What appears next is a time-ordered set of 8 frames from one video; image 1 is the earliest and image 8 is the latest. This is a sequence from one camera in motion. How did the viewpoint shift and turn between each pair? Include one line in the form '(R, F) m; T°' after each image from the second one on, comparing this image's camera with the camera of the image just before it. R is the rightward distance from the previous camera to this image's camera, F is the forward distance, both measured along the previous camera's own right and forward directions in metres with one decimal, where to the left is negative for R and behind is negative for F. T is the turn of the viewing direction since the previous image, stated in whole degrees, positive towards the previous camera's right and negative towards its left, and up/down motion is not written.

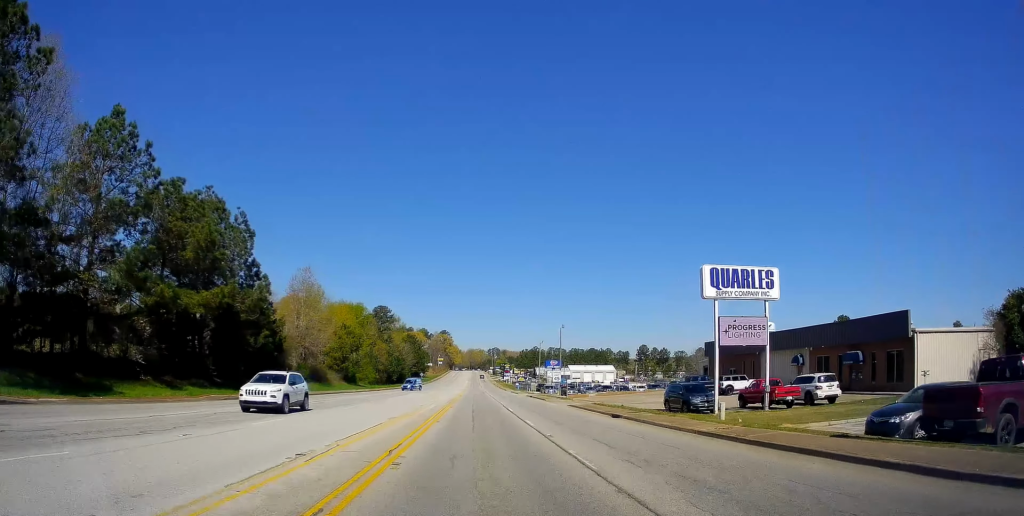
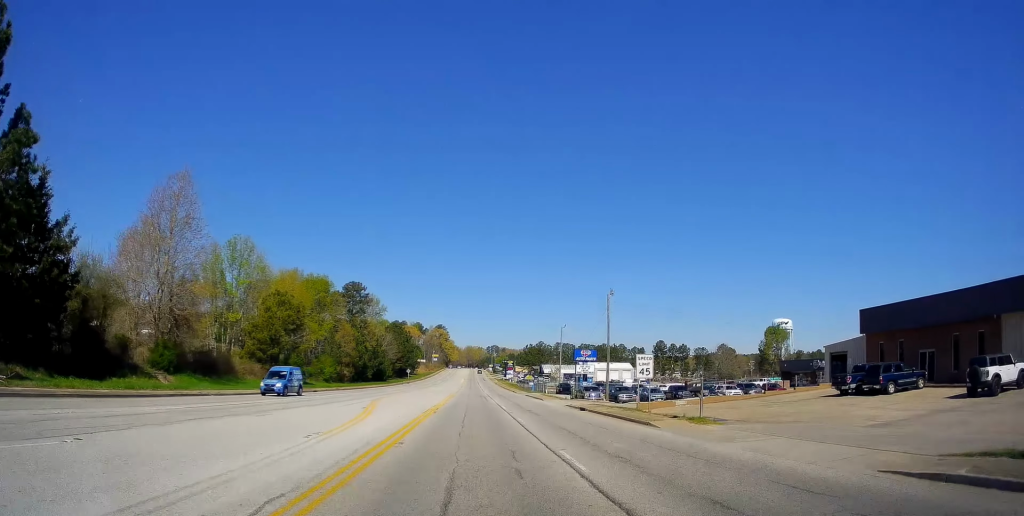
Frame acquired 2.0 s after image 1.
(0.0, +33.2) m; +1°
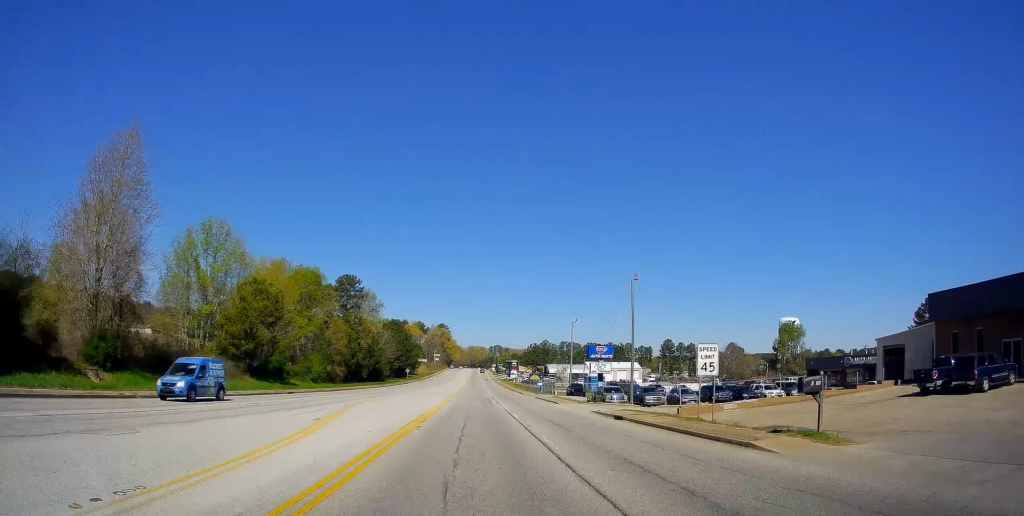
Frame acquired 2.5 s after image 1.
(-0.1, +7.9) m; +1°
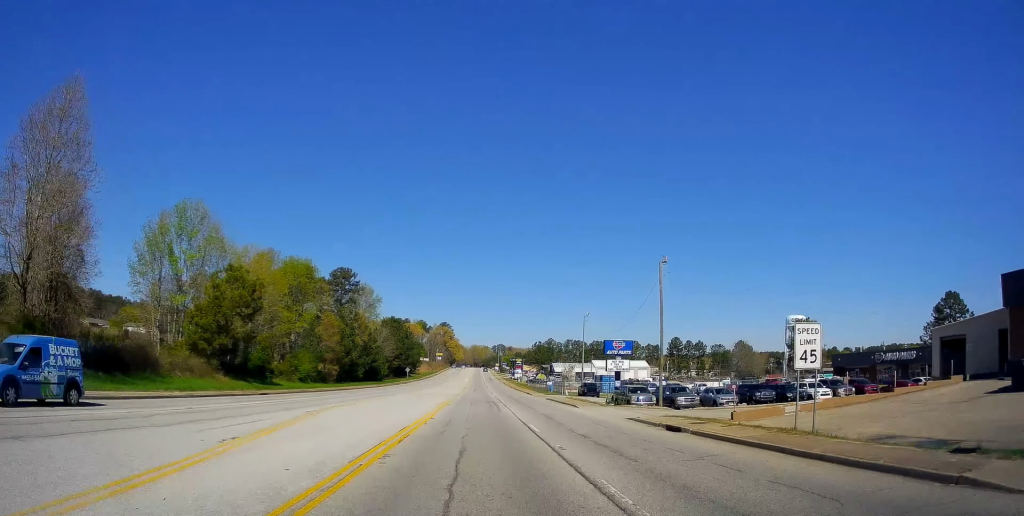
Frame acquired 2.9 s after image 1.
(+0.1, +7.0) m; 0°
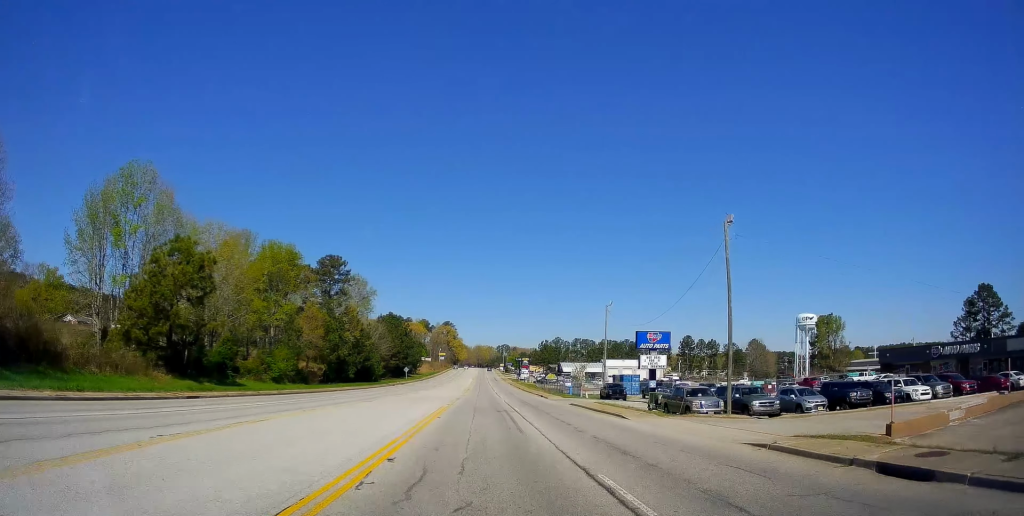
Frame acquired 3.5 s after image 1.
(+0.5, +11.2) m; -1°
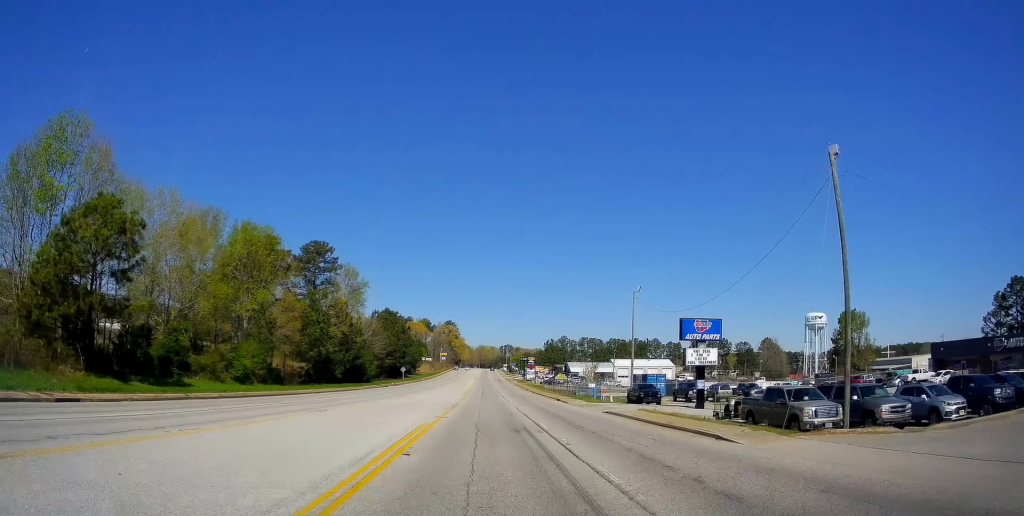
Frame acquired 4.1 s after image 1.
(-0.4, +10.7) m; -1°
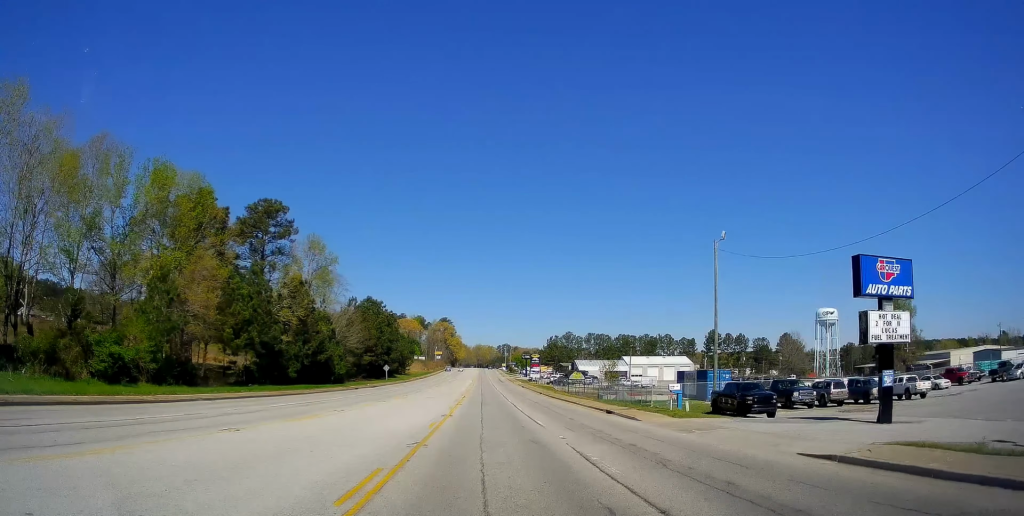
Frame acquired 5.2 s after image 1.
(-0.1, +20.2) m; 0°
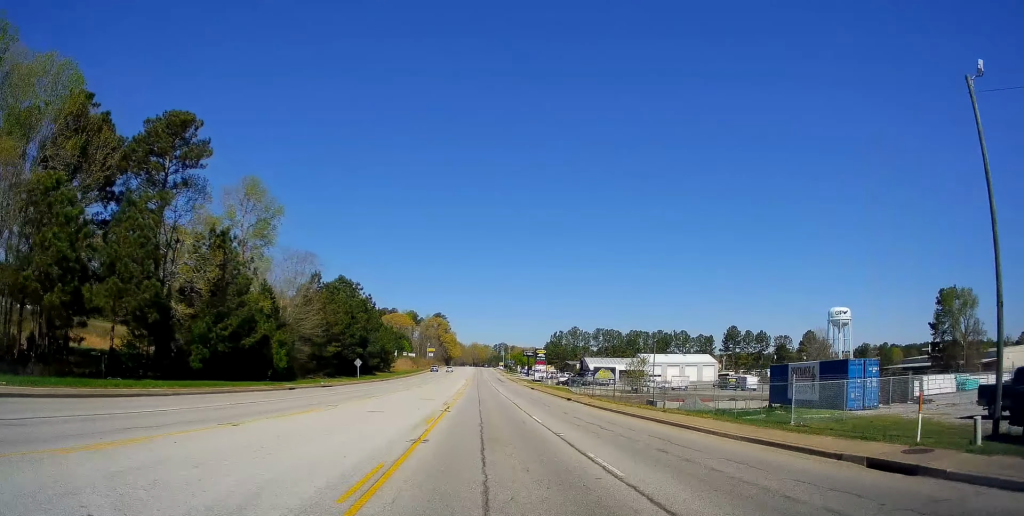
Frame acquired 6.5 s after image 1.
(0.0, +22.7) m; 0°
